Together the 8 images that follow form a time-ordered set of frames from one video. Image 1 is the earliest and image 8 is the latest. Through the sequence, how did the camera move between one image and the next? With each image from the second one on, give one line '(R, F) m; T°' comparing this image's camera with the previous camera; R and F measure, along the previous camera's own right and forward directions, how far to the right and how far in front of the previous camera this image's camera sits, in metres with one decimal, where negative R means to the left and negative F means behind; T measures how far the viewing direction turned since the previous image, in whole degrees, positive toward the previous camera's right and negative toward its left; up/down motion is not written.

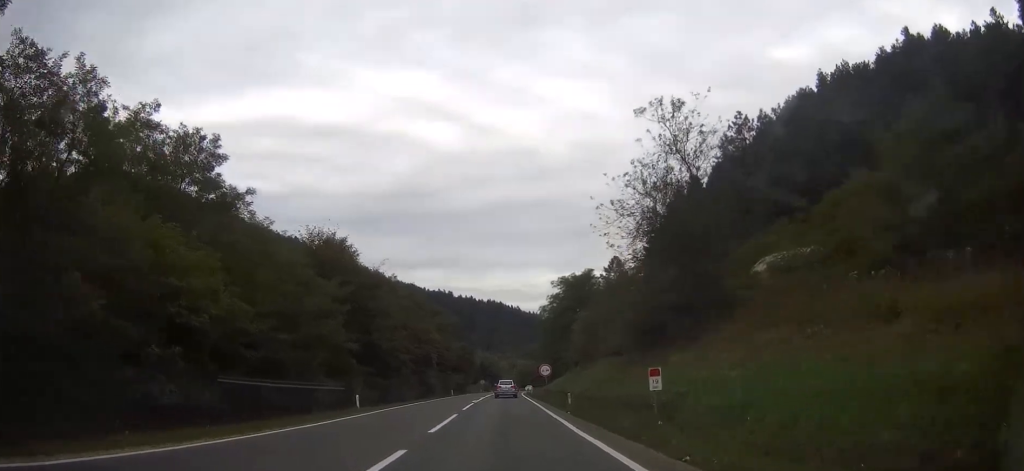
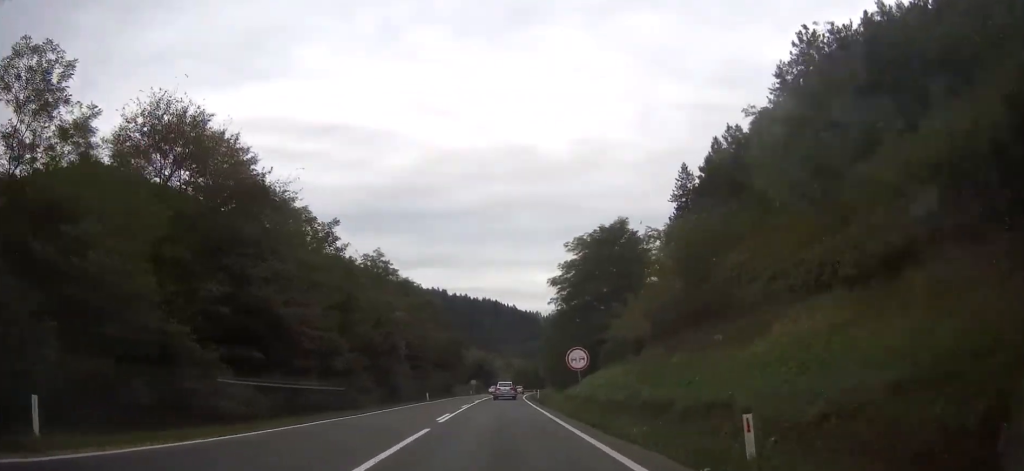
(+0.2, +24.4) m; +1°
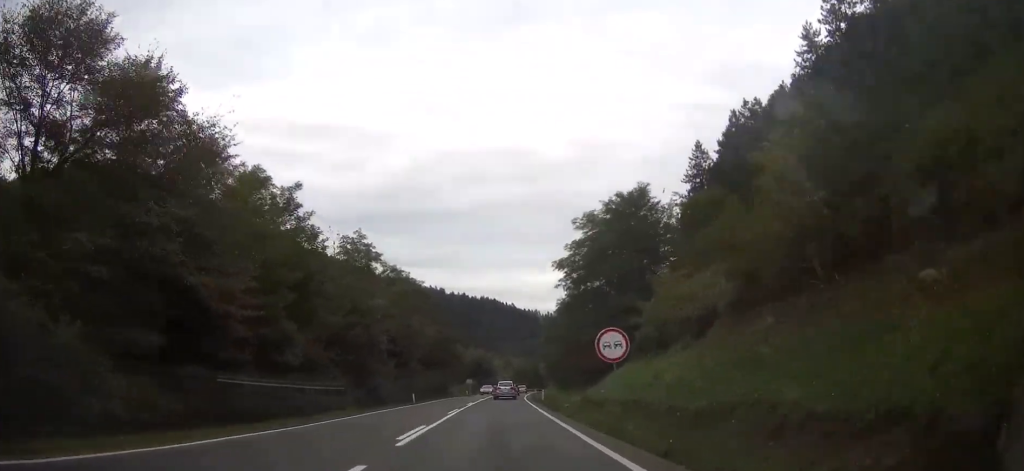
(0.0, +9.0) m; 0°
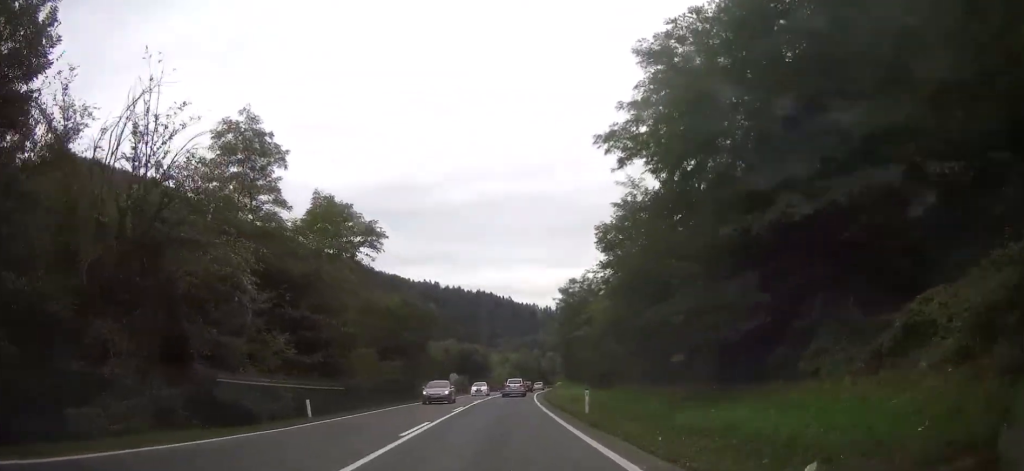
(0.0, +29.0) m; 0°
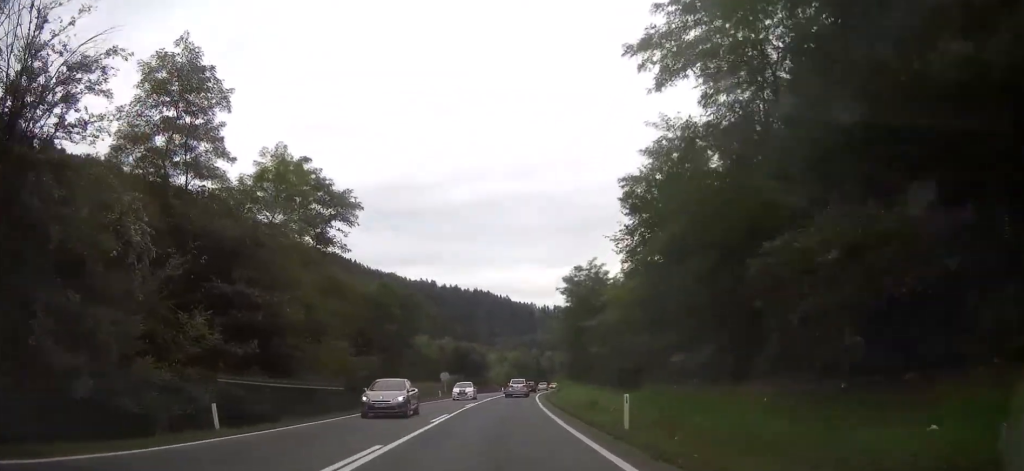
(+0.1, +8.4) m; 0°
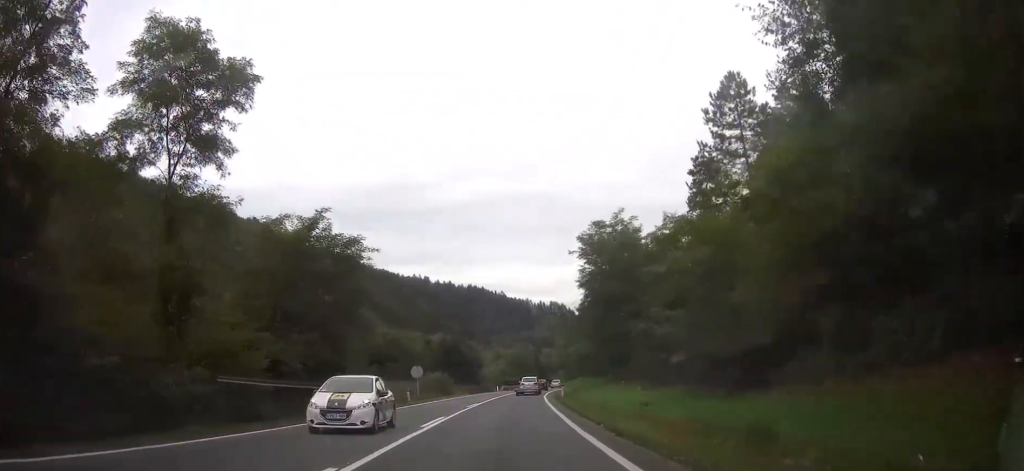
(+0.1, +18.0) m; +1°
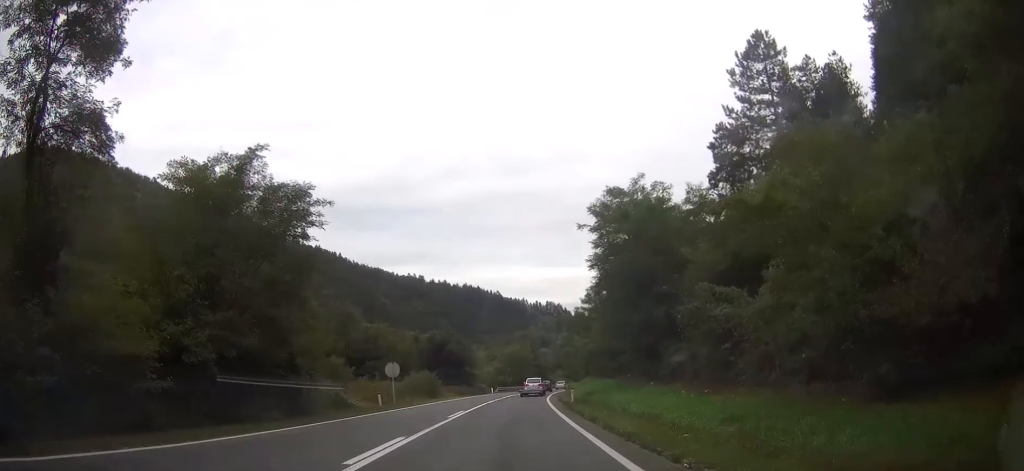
(0.0, +9.0) m; 0°
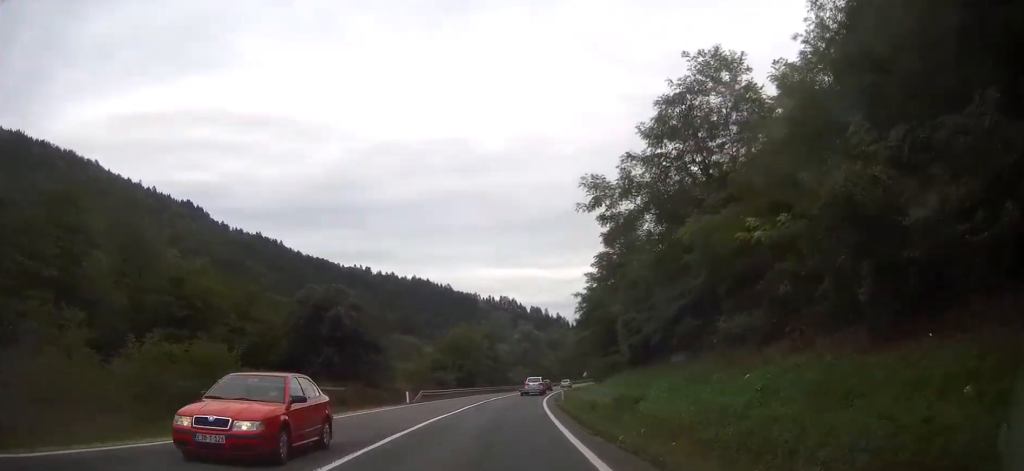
(+1.5, +45.8) m; +4°
